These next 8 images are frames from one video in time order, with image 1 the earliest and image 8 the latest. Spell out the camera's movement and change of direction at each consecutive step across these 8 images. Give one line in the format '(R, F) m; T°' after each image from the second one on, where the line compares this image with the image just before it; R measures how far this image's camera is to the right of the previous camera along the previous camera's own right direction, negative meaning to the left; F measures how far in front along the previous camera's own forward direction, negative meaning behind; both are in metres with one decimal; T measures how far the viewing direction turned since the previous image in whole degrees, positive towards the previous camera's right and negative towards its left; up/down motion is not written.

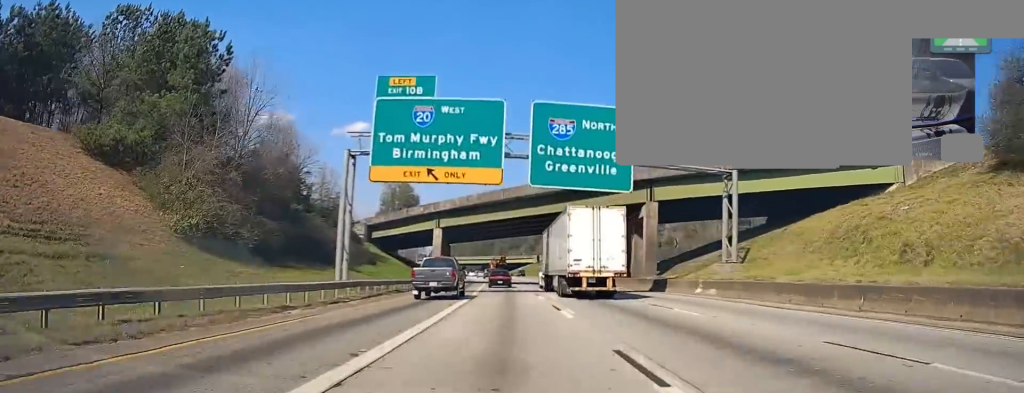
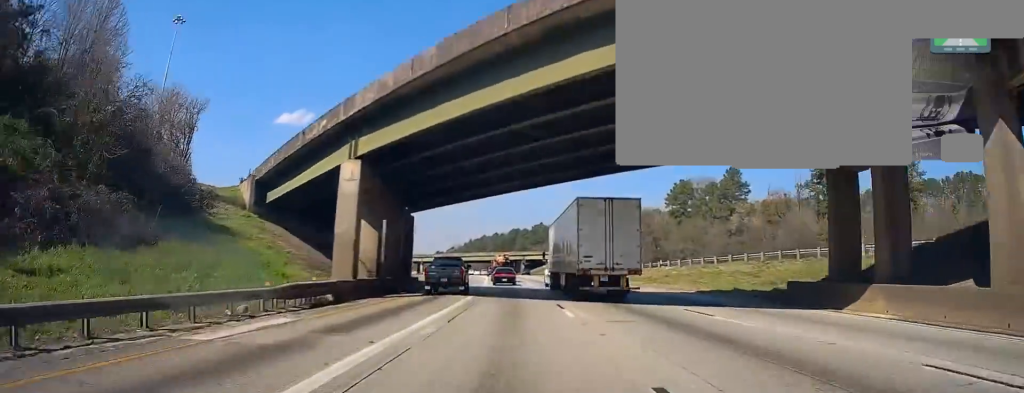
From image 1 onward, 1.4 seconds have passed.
(-0.2, +39.2) m; -2°
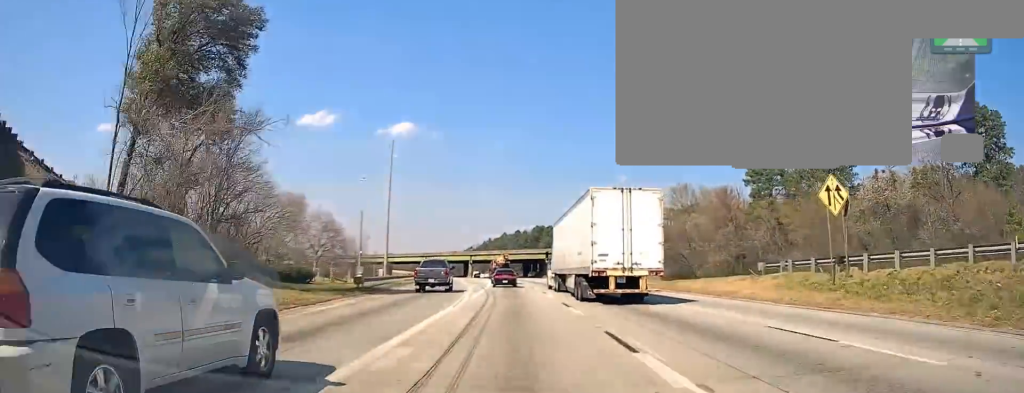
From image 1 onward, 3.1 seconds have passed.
(-0.9, +44.3) m; -1°
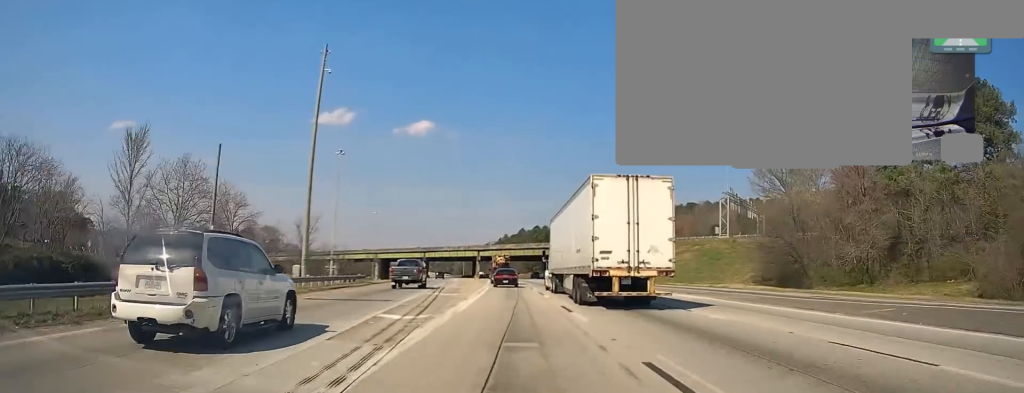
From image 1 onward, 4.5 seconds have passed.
(-0.4, +39.4) m; -2°
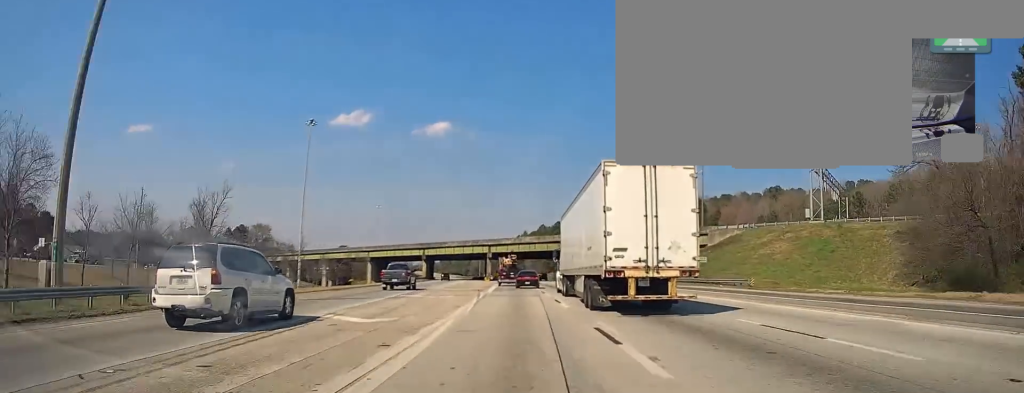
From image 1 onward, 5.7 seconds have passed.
(-1.0, +31.4) m; -3°
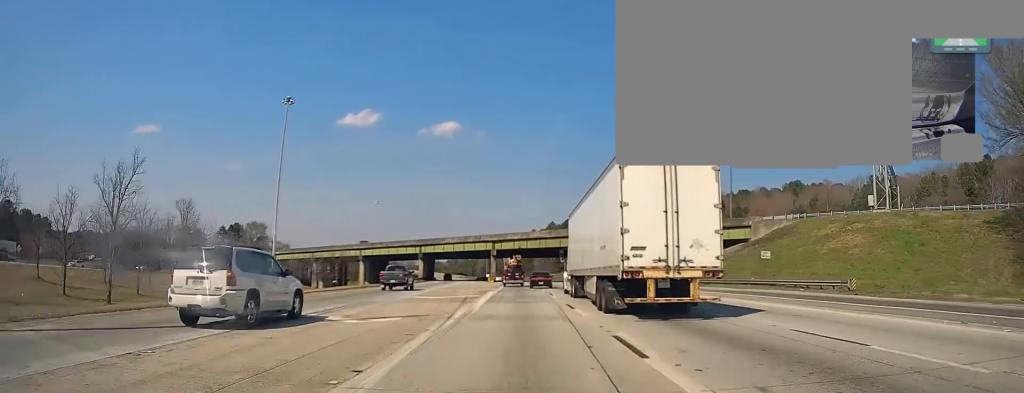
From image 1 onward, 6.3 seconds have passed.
(-0.2, +15.4) m; -1°
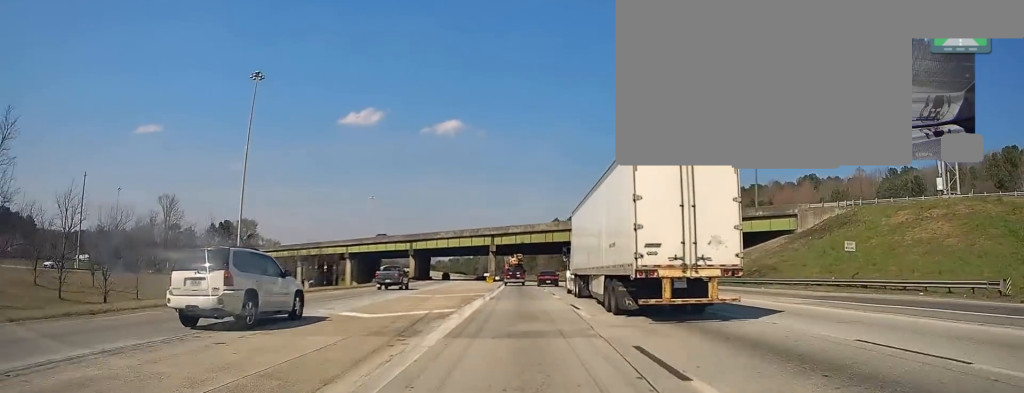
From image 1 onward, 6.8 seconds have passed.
(0.0, +13.5) m; 0°
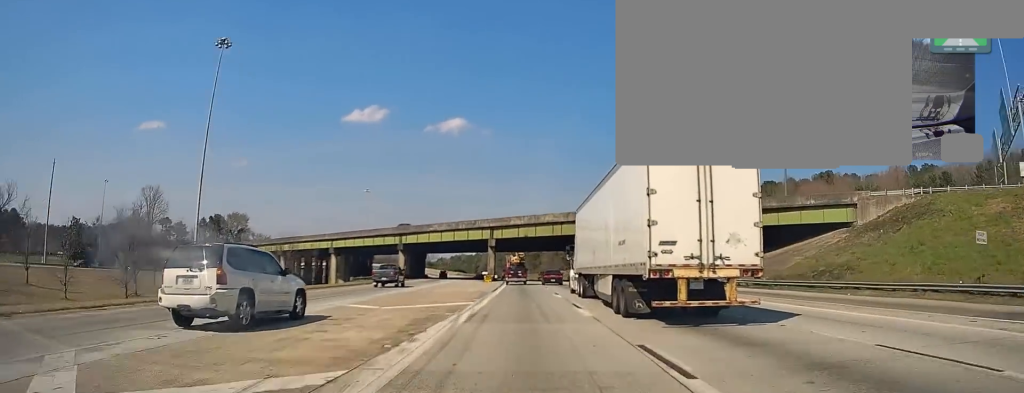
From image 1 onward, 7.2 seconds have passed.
(+0.1, +12.6) m; 0°
